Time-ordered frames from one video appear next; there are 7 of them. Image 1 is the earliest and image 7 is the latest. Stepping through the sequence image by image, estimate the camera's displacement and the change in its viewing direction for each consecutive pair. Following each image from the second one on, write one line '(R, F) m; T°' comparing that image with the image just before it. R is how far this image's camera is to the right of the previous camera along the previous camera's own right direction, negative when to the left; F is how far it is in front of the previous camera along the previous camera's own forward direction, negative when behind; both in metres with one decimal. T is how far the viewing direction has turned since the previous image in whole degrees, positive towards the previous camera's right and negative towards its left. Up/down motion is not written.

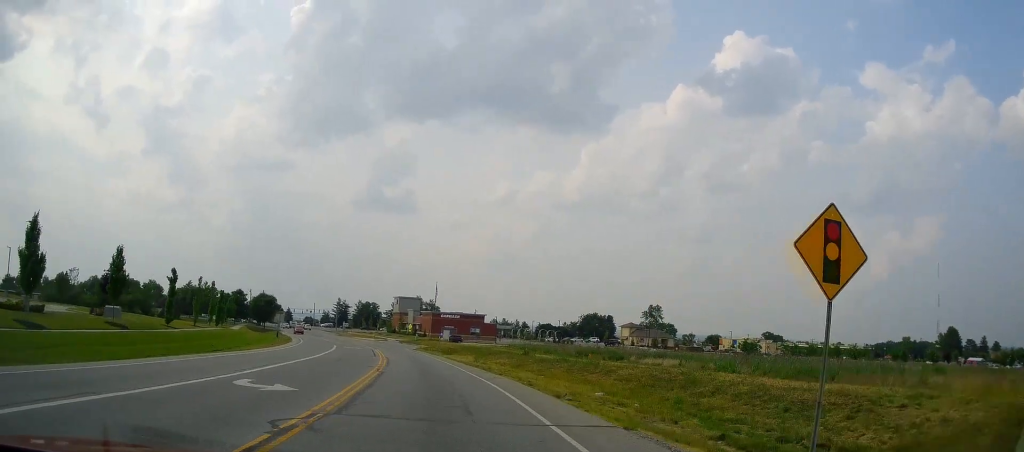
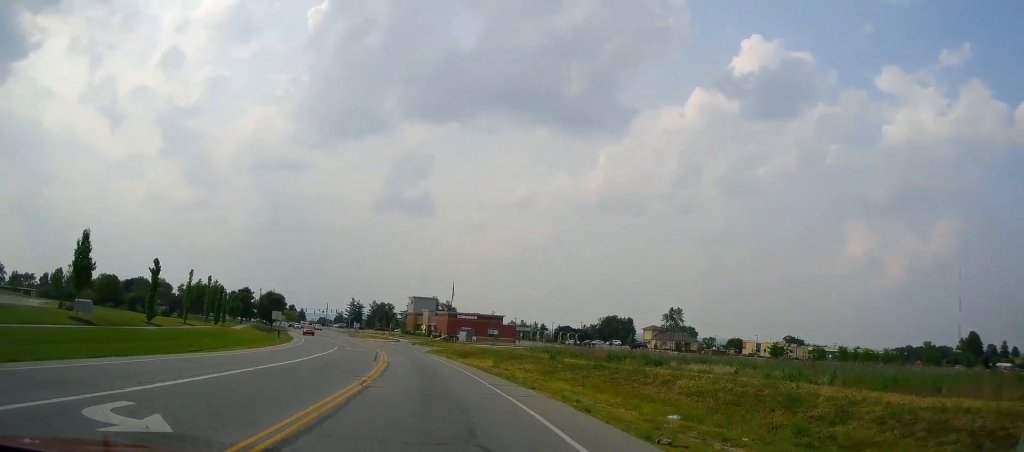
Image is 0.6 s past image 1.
(-0.1, +5.9) m; -1°
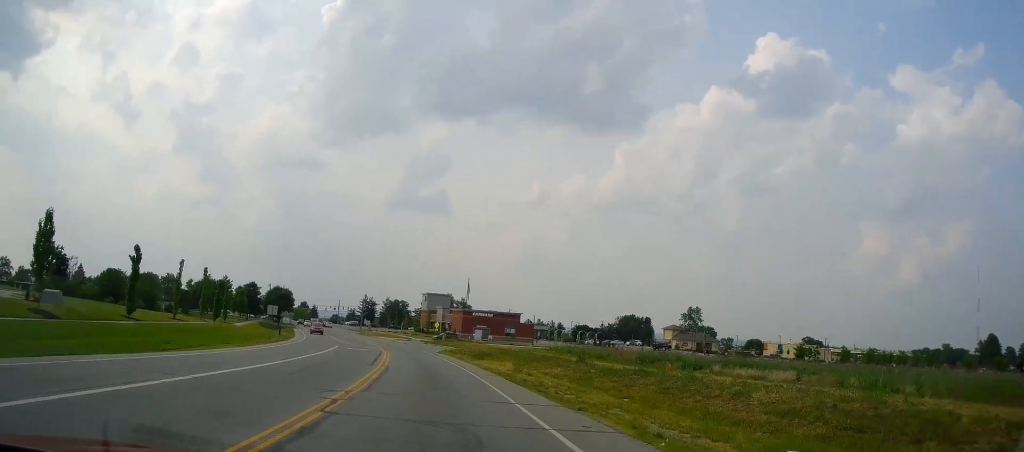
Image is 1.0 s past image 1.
(0.0, +5.3) m; -1°
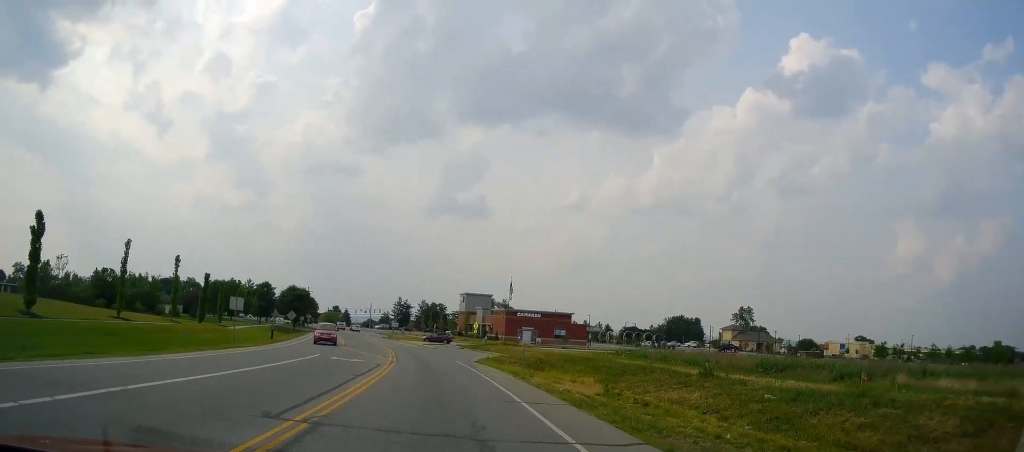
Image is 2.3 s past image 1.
(-0.3, +15.8) m; -4°
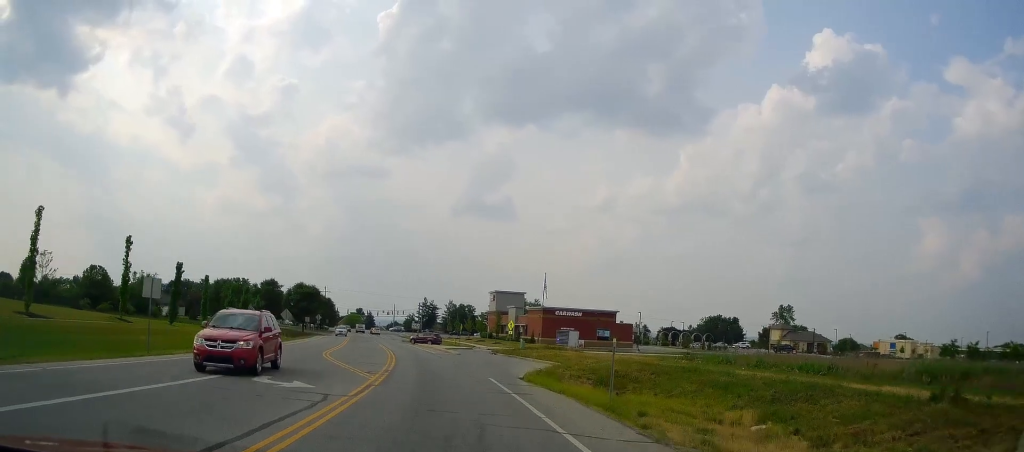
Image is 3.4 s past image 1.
(-0.5, +14.3) m; -4°
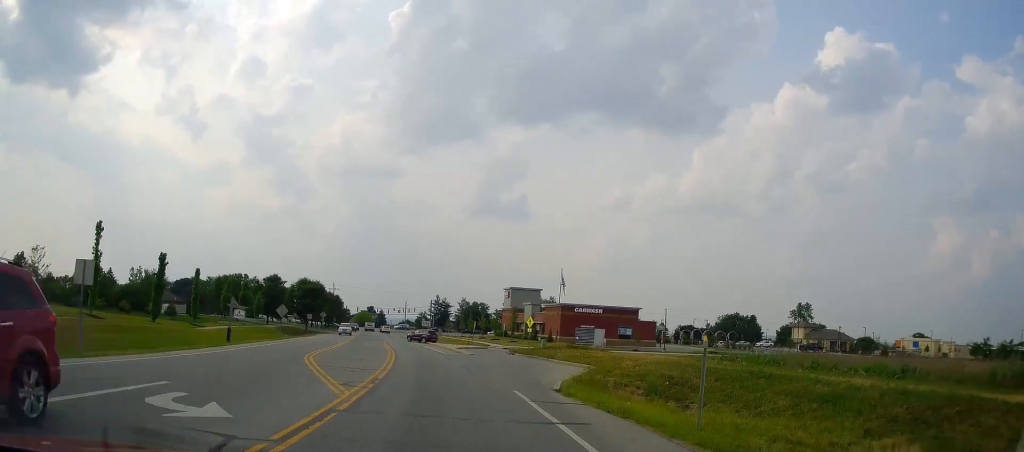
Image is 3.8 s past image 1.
(-0.1, +6.3) m; 0°
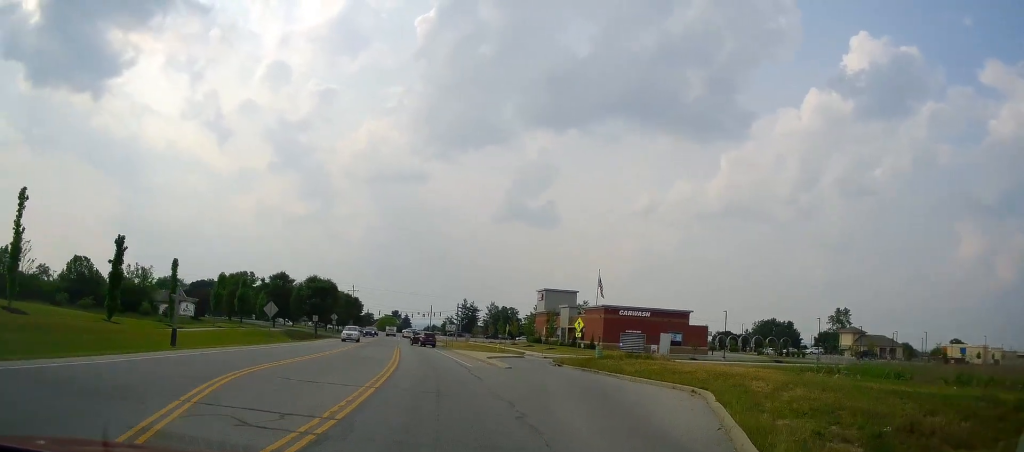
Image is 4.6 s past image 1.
(-0.2, +12.4) m; 0°
